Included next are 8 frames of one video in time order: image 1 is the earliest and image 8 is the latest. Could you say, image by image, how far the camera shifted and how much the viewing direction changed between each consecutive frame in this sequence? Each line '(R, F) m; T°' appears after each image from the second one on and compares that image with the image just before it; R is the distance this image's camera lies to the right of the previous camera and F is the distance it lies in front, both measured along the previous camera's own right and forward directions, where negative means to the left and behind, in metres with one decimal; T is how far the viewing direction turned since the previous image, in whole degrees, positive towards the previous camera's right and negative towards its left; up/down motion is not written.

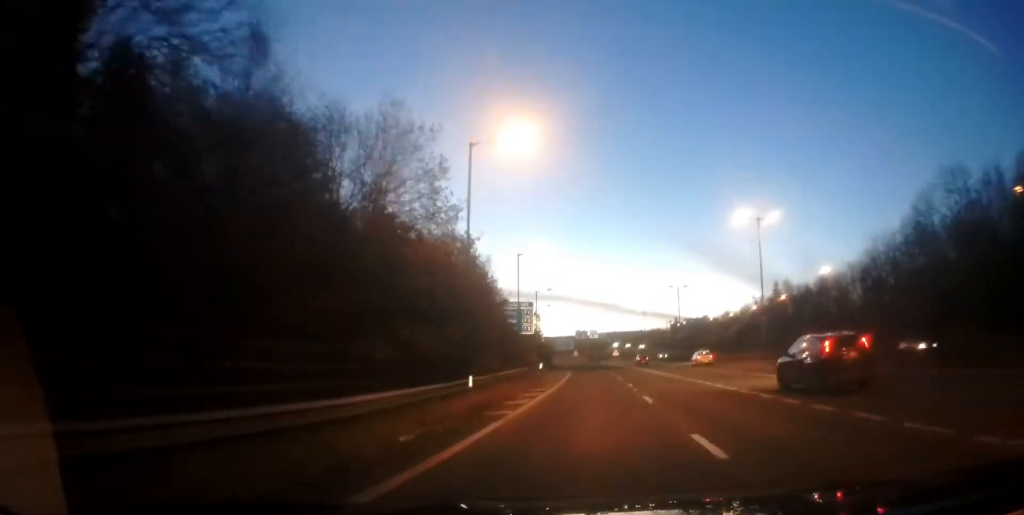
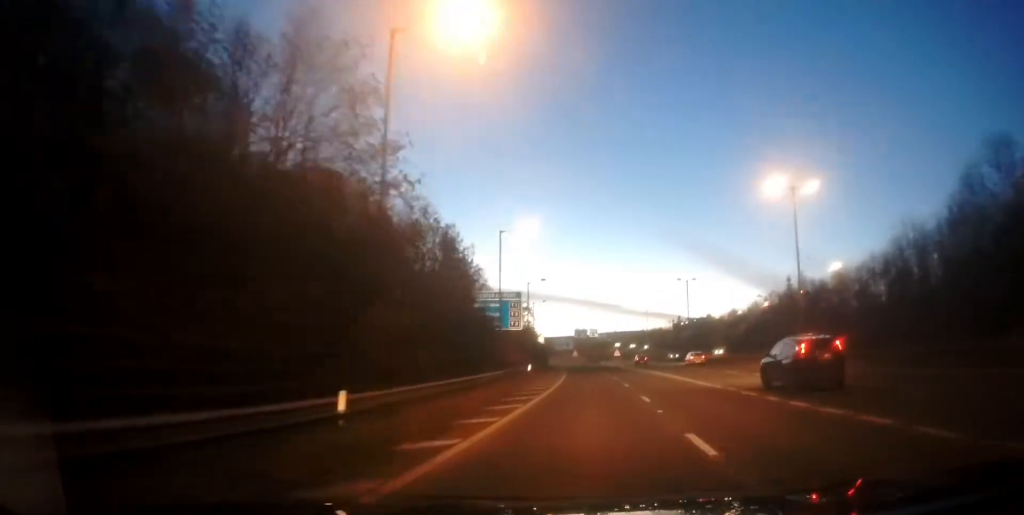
(+0.1, +8.3) m; 0°
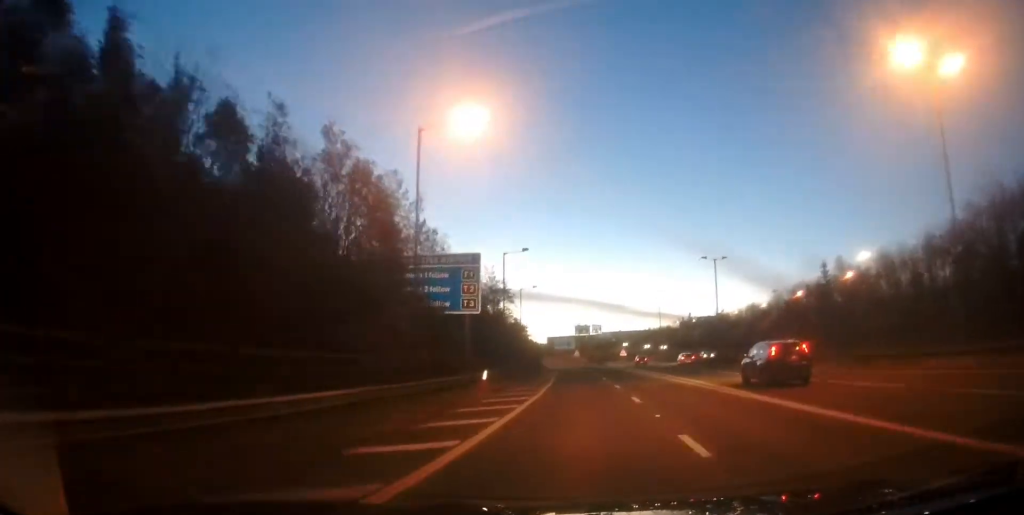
(+0.1, +18.1) m; 0°
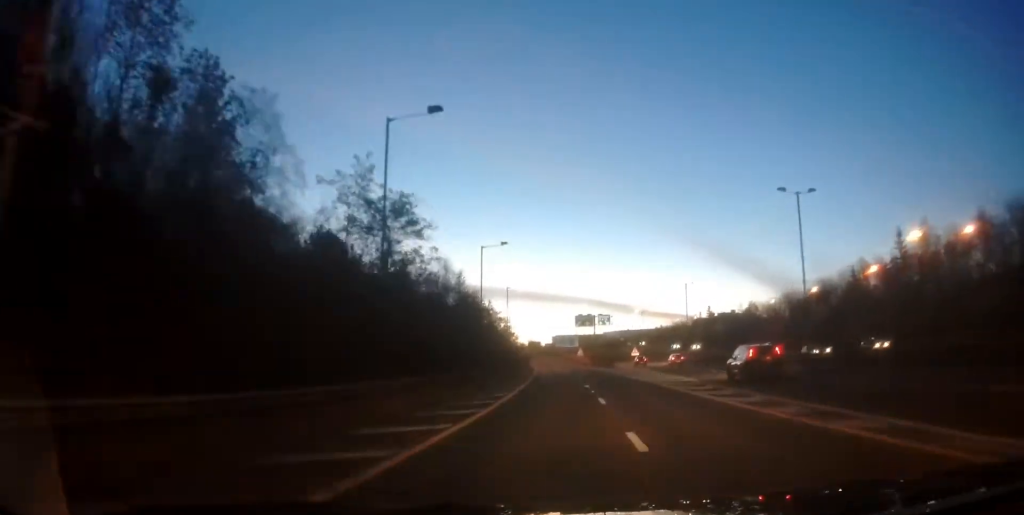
(-0.1, +27.0) m; -1°
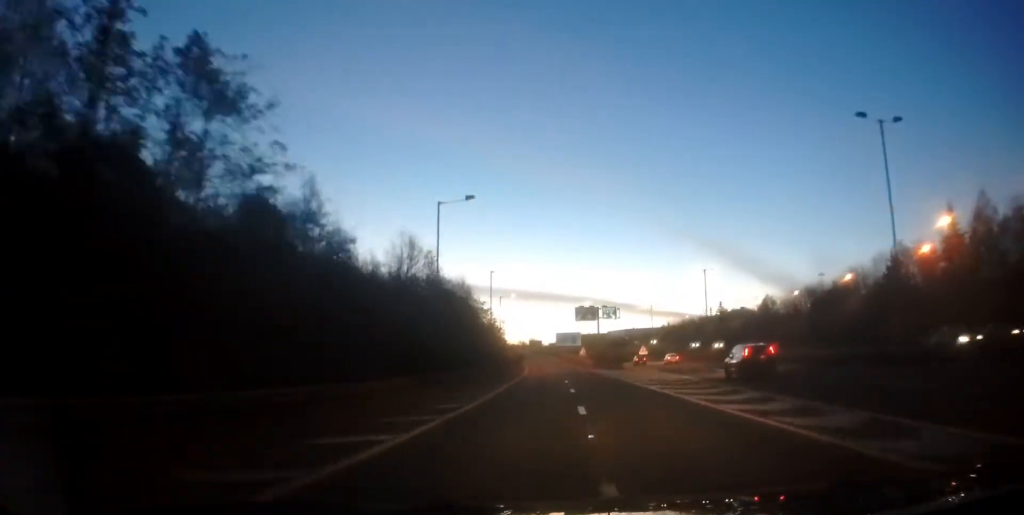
(-0.1, +12.9) m; -1°
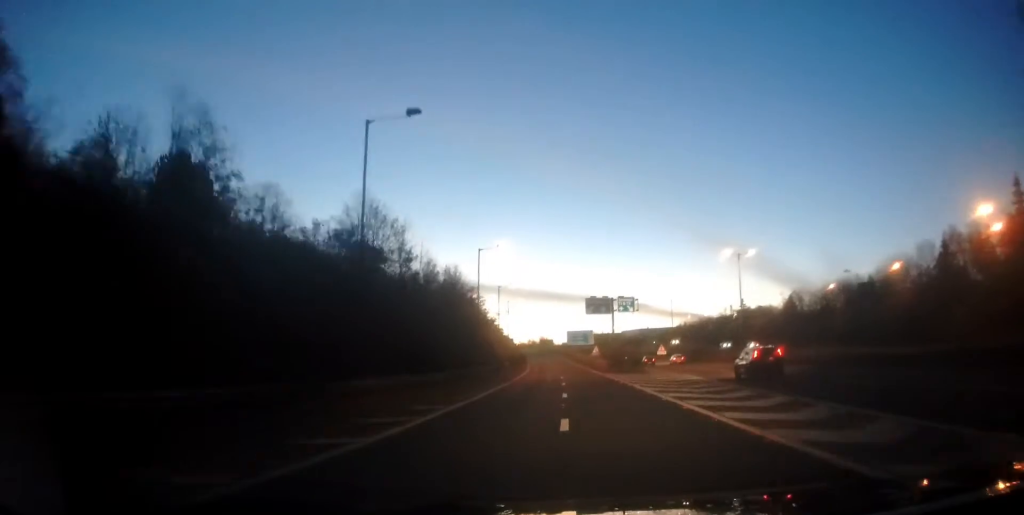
(-0.4, +11.5) m; -2°
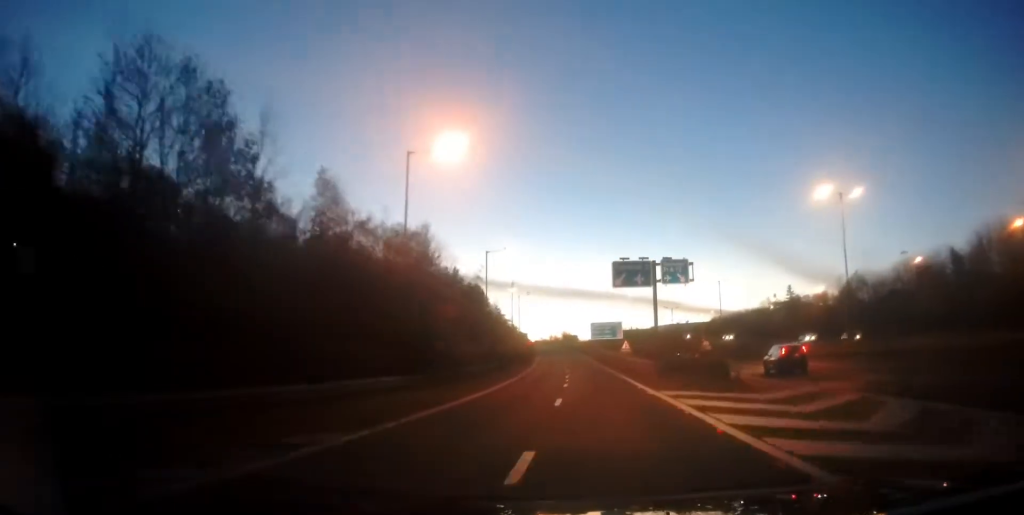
(-0.2, +23.1) m; -1°
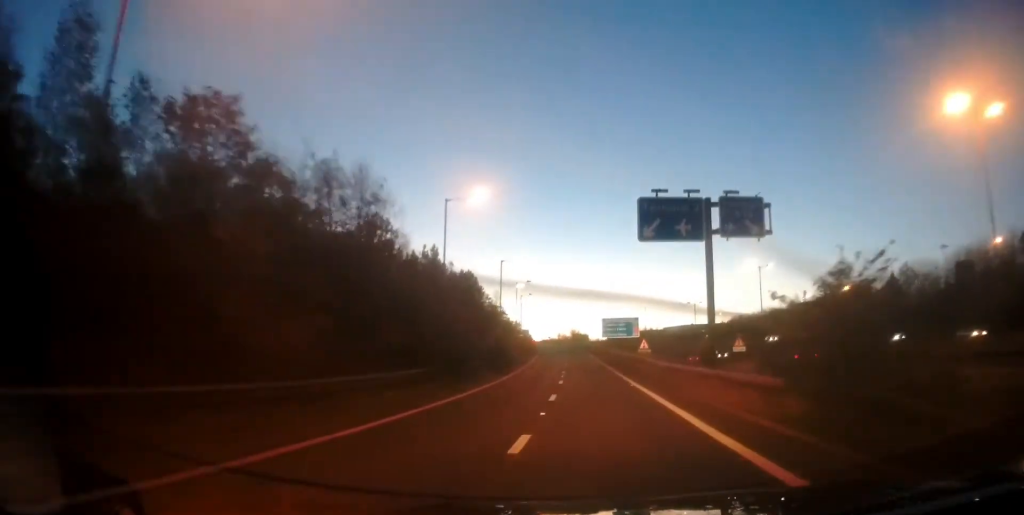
(0.0, +16.8) m; -2°
